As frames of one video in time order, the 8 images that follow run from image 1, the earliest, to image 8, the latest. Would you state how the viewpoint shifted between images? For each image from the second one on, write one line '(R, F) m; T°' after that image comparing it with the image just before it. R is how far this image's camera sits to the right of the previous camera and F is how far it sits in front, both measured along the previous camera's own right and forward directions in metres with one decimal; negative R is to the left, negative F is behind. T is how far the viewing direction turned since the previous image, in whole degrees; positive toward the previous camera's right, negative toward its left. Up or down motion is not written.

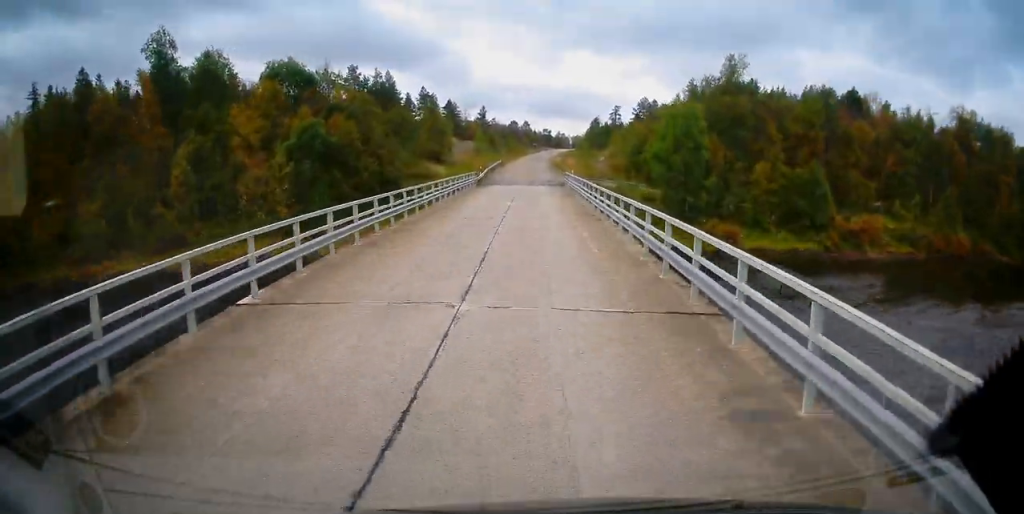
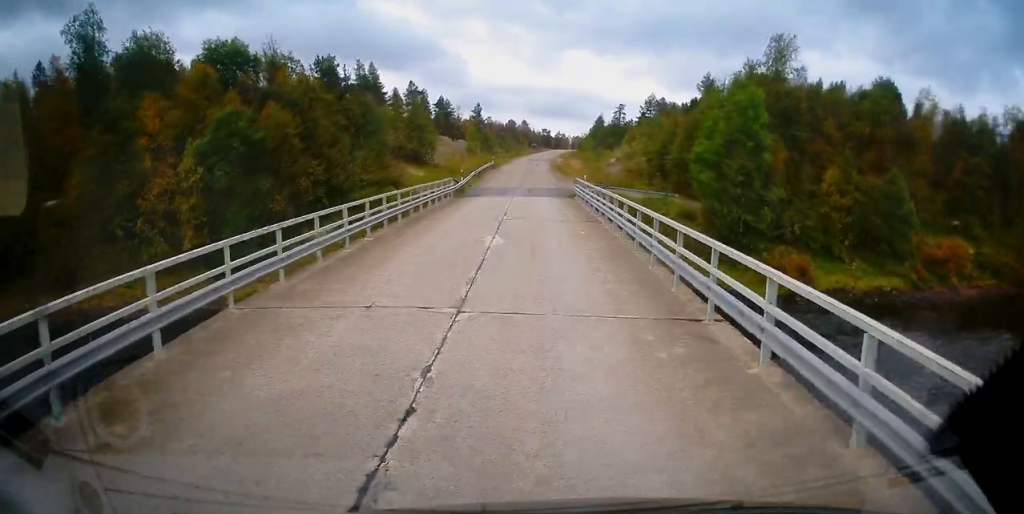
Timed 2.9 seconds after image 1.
(-0.1, +20.6) m; 0°
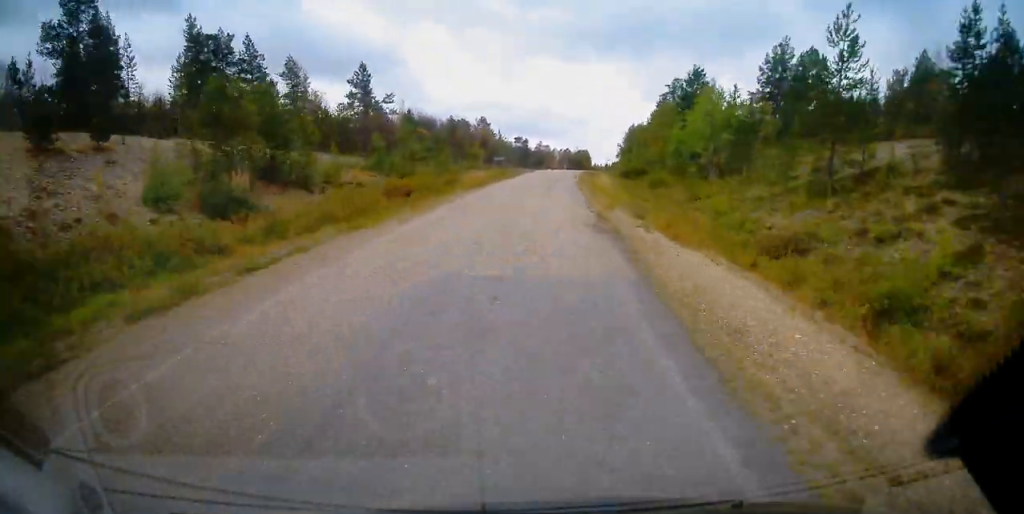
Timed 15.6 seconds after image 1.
(+2.6, +106.7) m; +5°
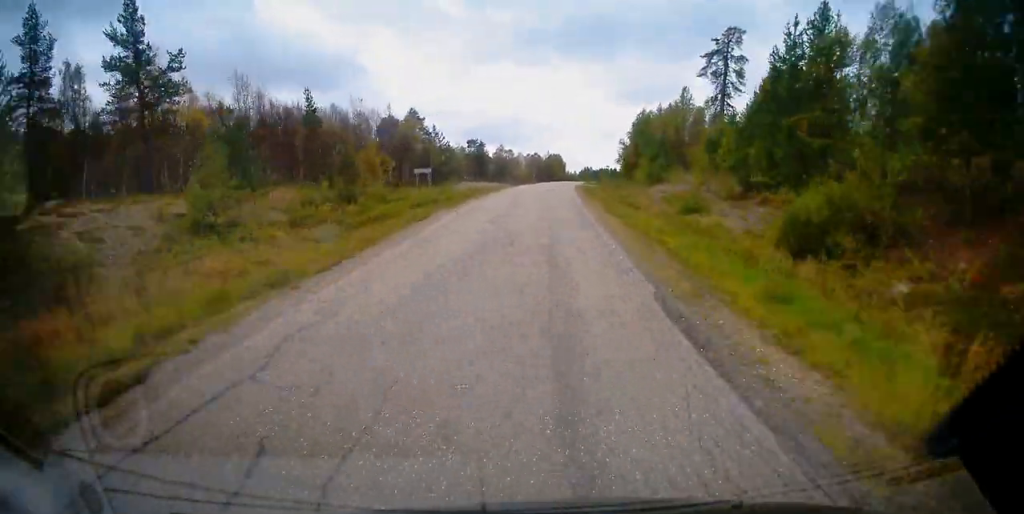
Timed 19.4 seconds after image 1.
(+1.1, +41.7) m; +3°
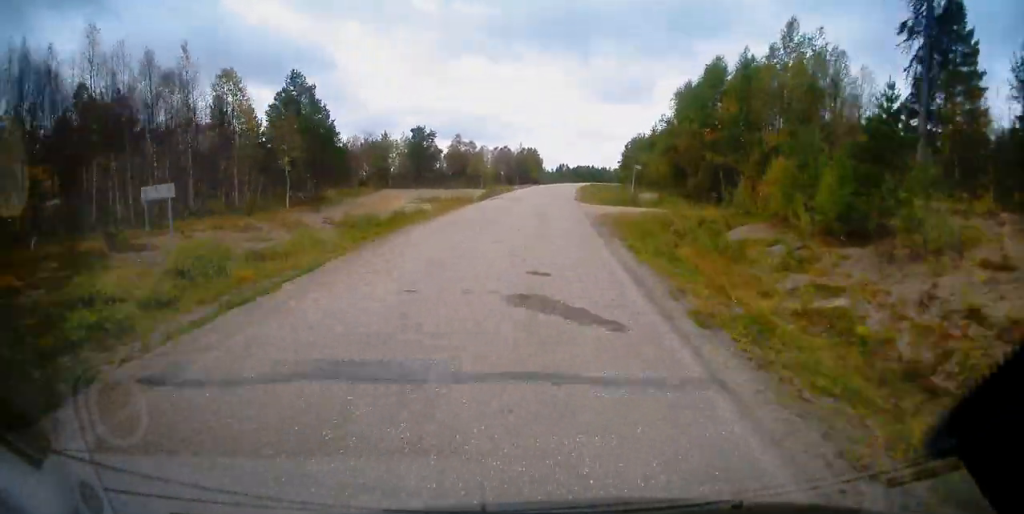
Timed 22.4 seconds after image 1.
(+0.7, +36.1) m; +2°
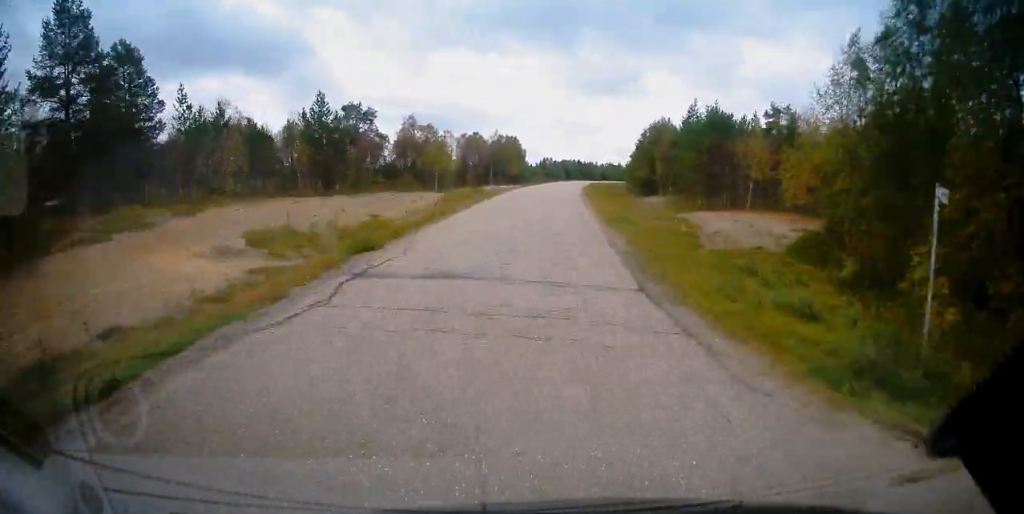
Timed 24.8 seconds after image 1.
(-0.1, +30.1) m; +2°
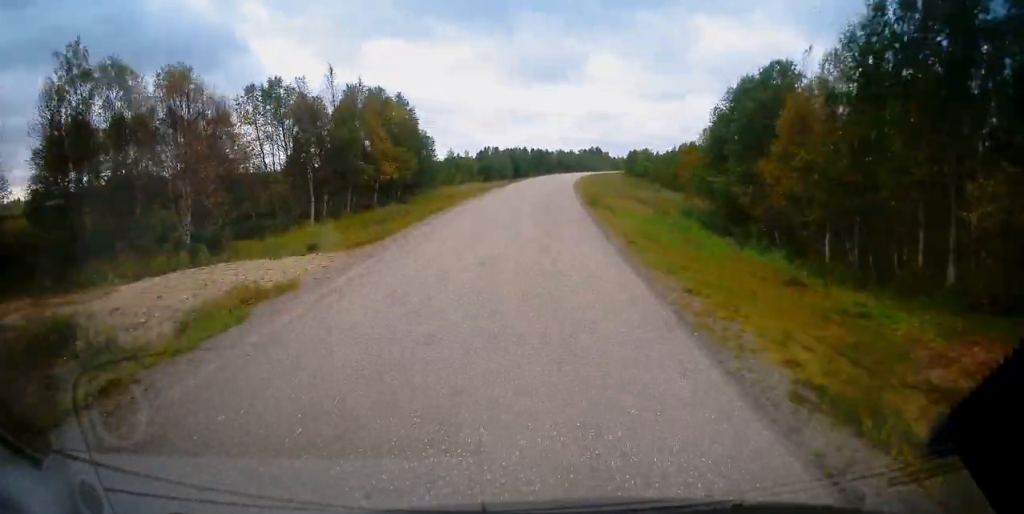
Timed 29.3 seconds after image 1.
(+2.6, +61.6) m; +5°
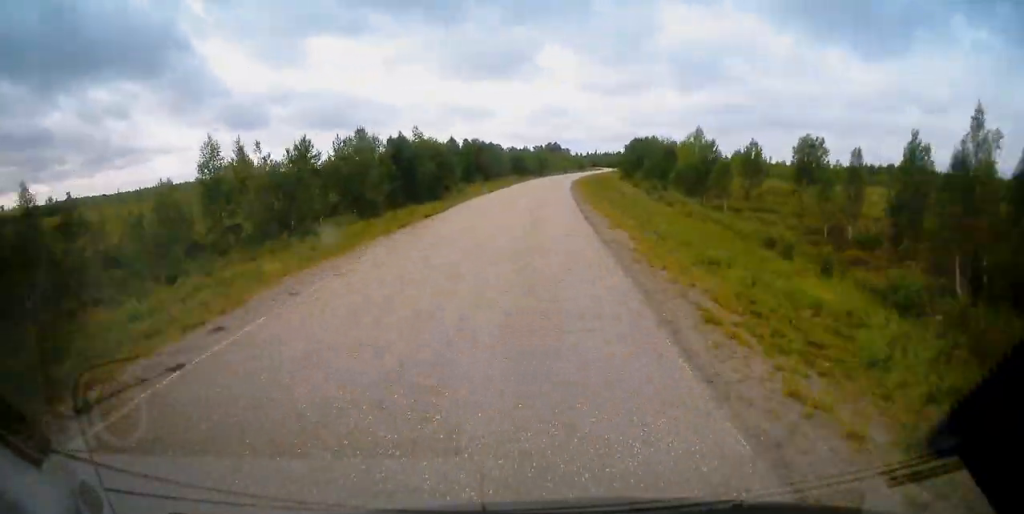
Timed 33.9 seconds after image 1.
(+2.5, +67.6) m; +4°
